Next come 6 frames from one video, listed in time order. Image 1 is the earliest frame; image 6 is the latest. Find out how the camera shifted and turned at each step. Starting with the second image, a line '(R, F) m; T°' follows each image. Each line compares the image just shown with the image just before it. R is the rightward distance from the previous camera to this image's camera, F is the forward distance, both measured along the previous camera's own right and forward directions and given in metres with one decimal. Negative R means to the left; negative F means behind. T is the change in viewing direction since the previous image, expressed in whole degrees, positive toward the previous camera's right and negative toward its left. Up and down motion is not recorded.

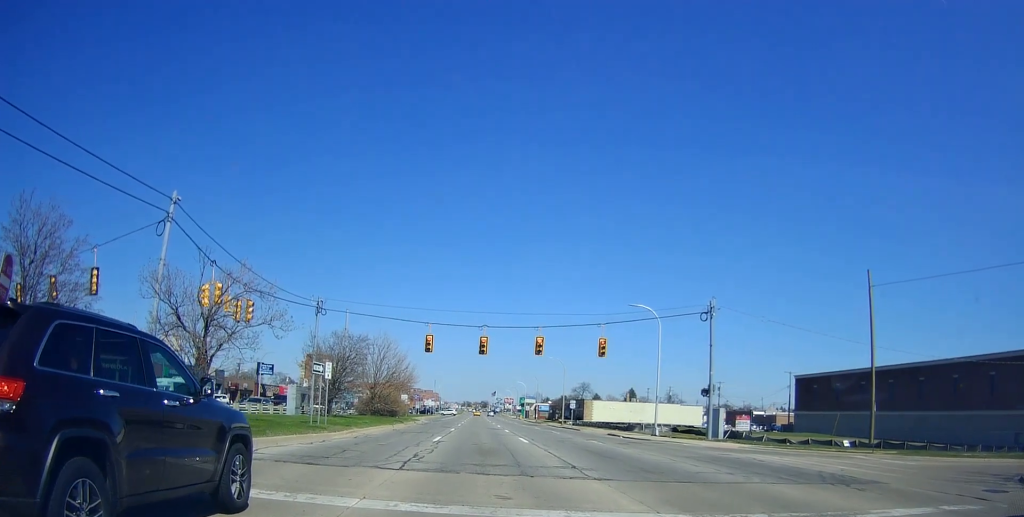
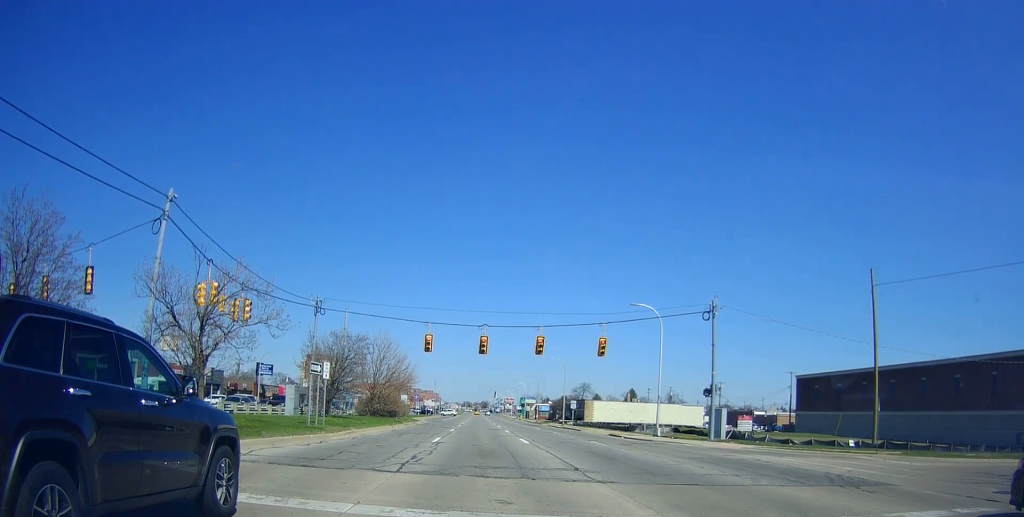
(-0.6, +2.5) m; 0°
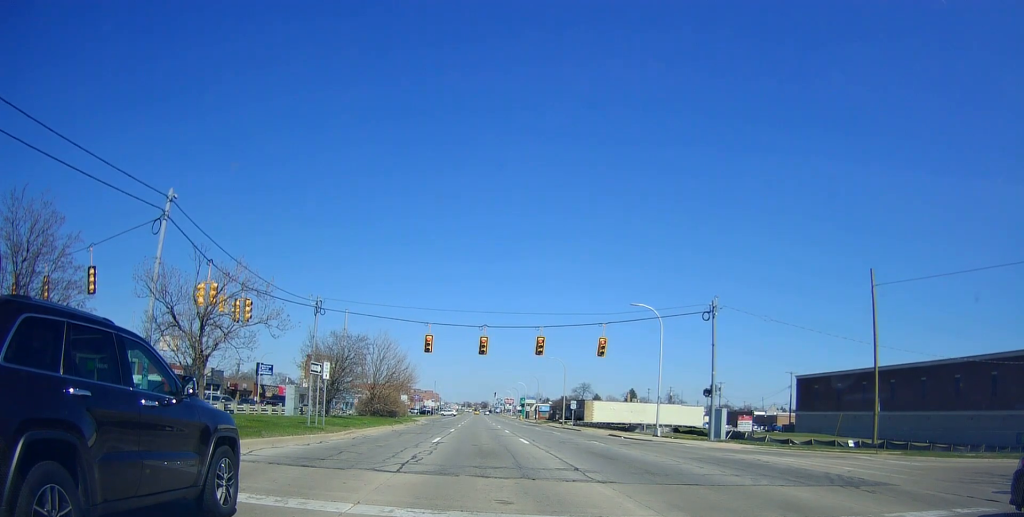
(0.0, 0.0) m; 0°
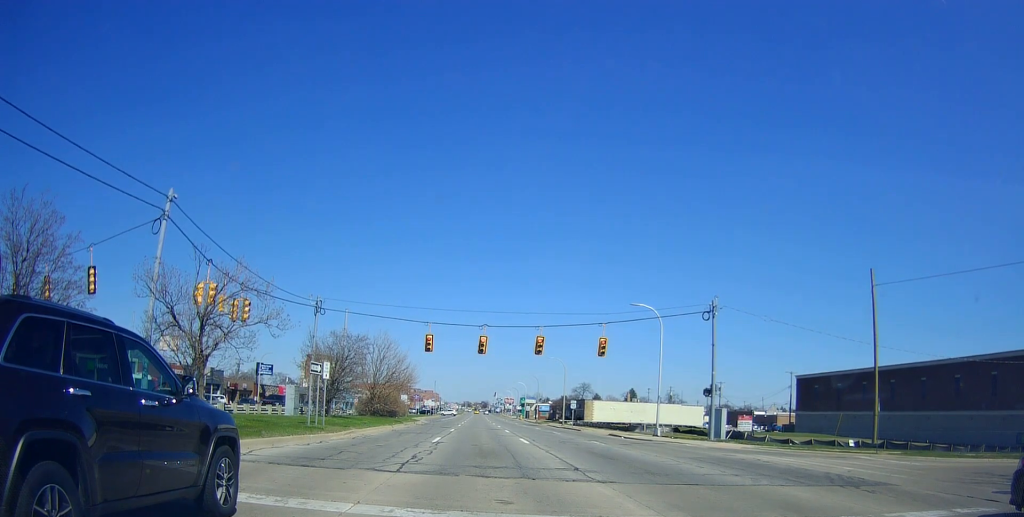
(0.0, 0.0) m; 0°
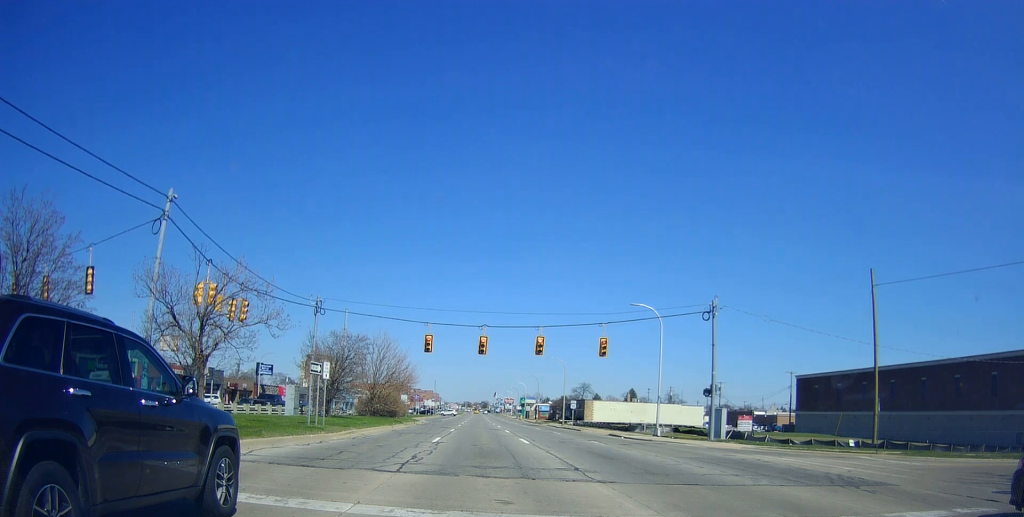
(0.0, 0.0) m; 0°
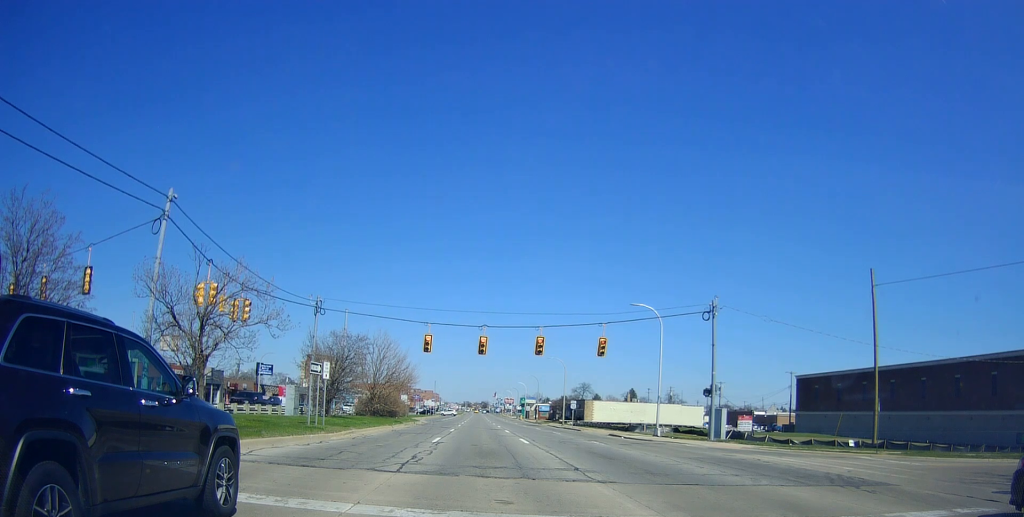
(0.0, 0.0) m; 0°
